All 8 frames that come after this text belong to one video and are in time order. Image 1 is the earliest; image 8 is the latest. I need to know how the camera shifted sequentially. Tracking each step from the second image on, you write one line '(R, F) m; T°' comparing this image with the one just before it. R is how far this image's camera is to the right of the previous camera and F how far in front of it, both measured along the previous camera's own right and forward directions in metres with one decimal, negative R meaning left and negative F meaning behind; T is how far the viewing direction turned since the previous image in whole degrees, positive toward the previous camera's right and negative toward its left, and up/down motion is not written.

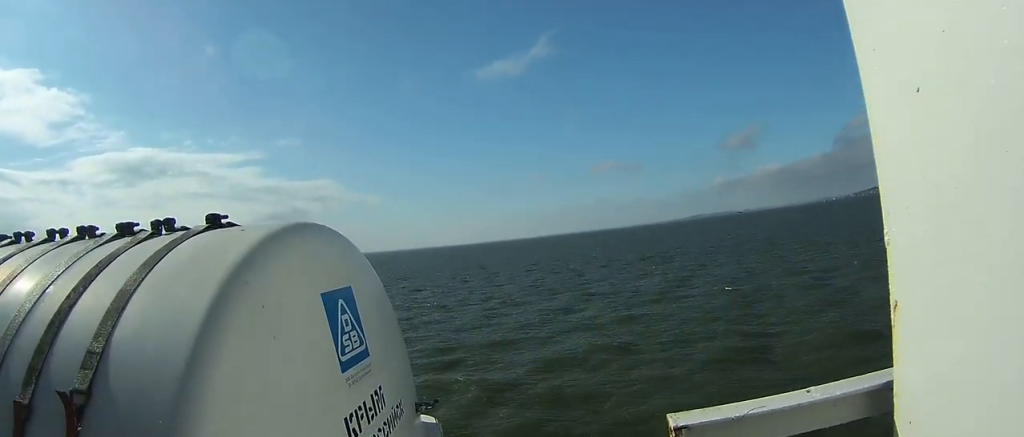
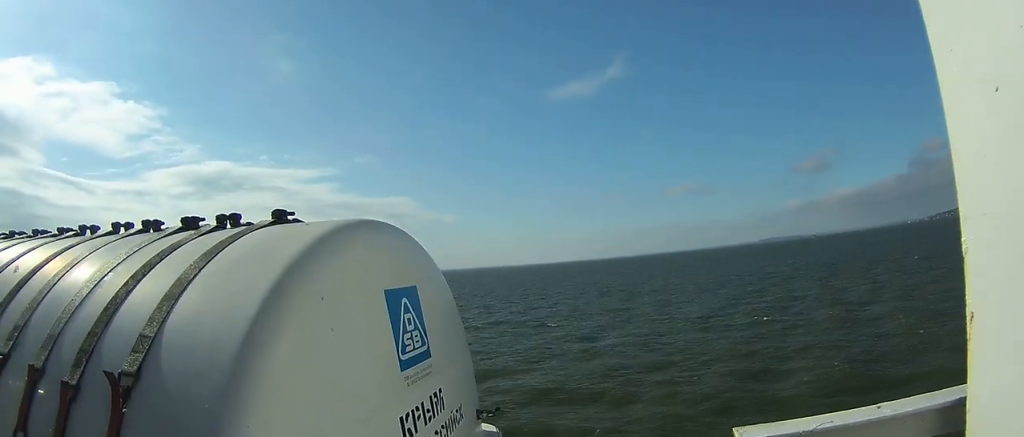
(0.0, +2.8) m; 0°
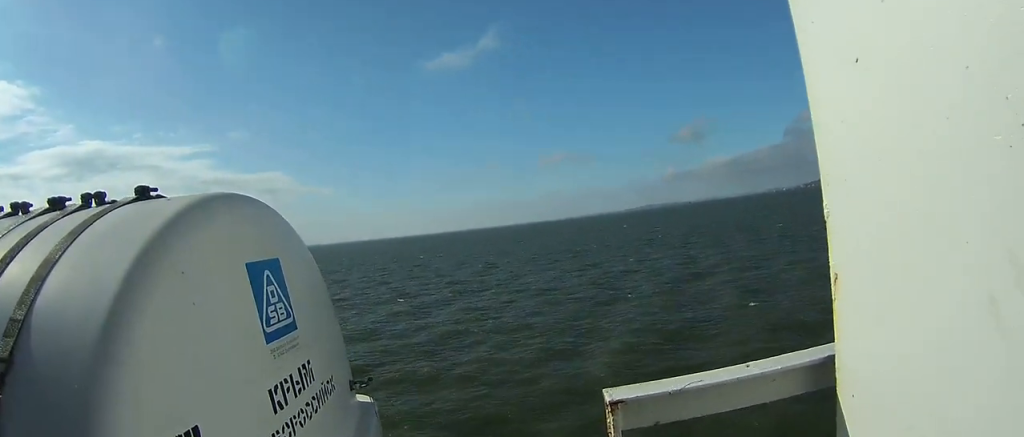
(0.0, +2.9) m; 0°
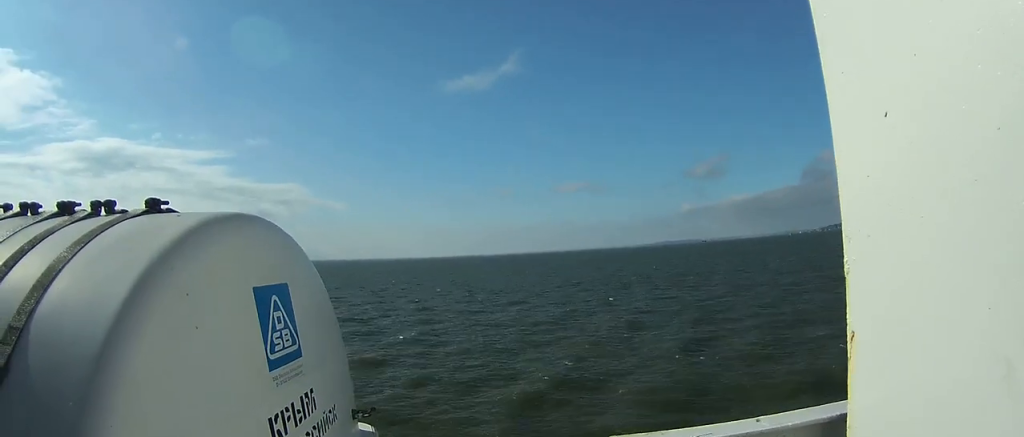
(0.0, +3.7) m; 0°
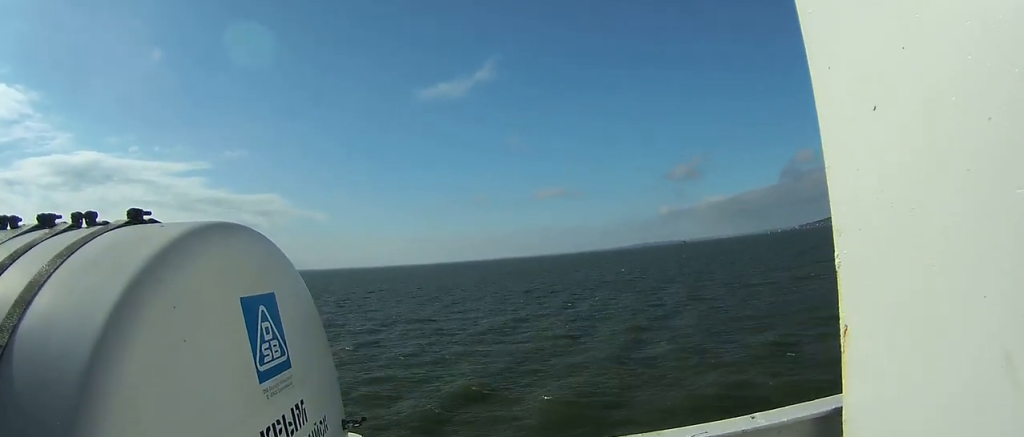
(0.0, +2.6) m; 0°
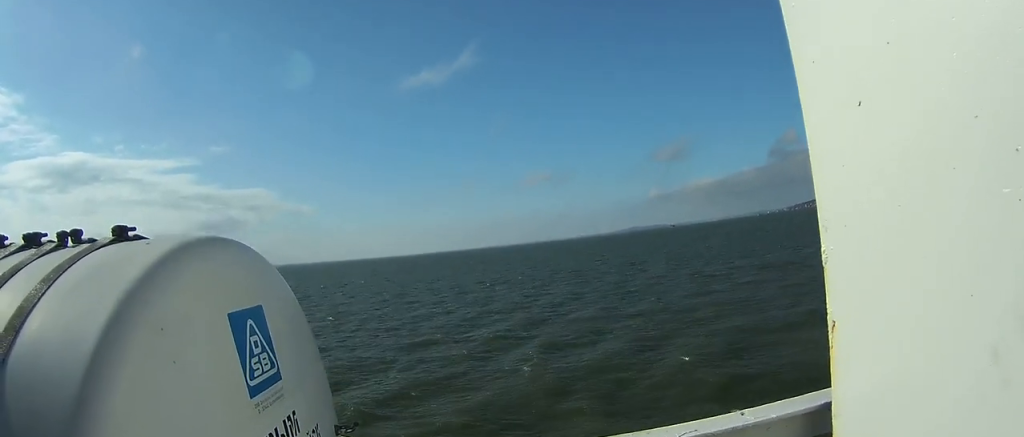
(0.0, +6.7) m; -1°
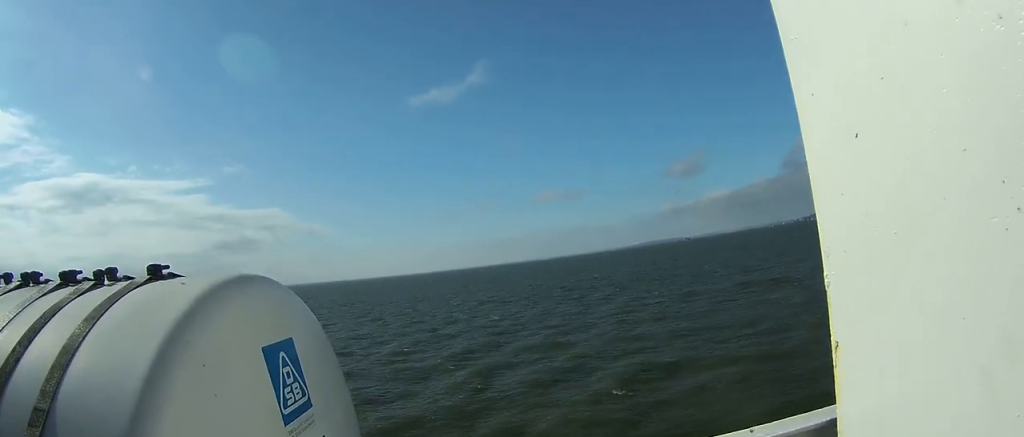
(0.0, +4.1) m; 0°
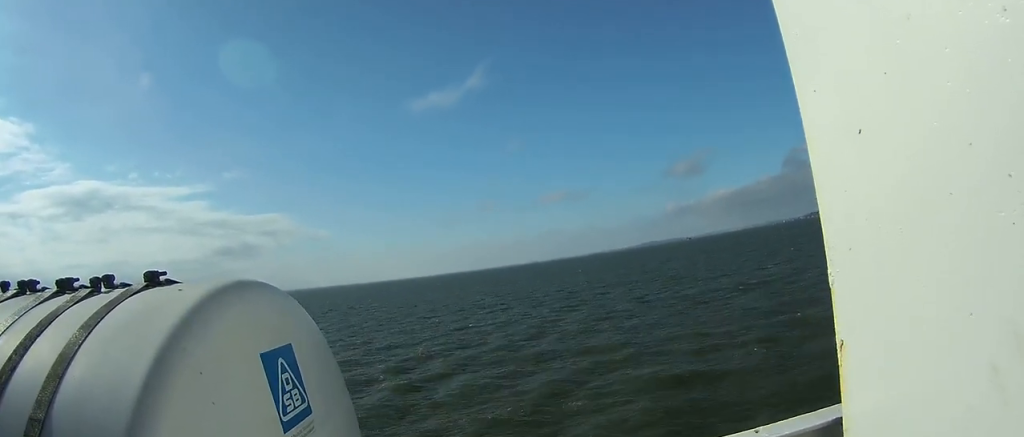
(0.0, +3.4) m; 0°
